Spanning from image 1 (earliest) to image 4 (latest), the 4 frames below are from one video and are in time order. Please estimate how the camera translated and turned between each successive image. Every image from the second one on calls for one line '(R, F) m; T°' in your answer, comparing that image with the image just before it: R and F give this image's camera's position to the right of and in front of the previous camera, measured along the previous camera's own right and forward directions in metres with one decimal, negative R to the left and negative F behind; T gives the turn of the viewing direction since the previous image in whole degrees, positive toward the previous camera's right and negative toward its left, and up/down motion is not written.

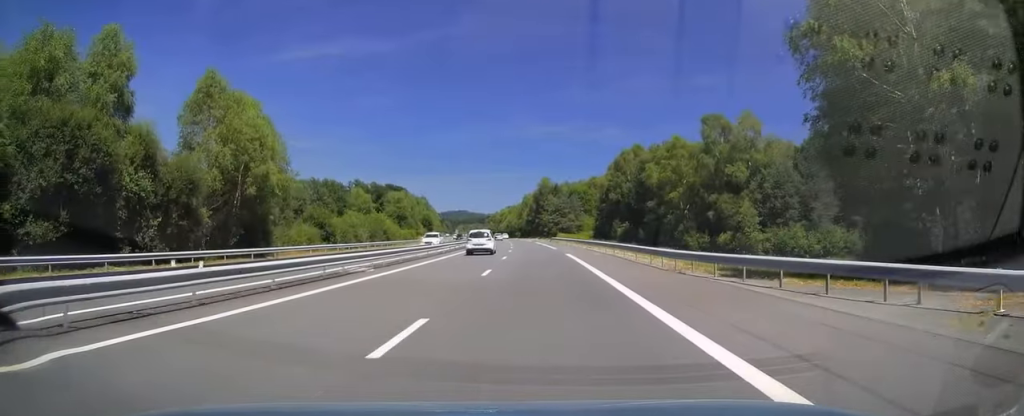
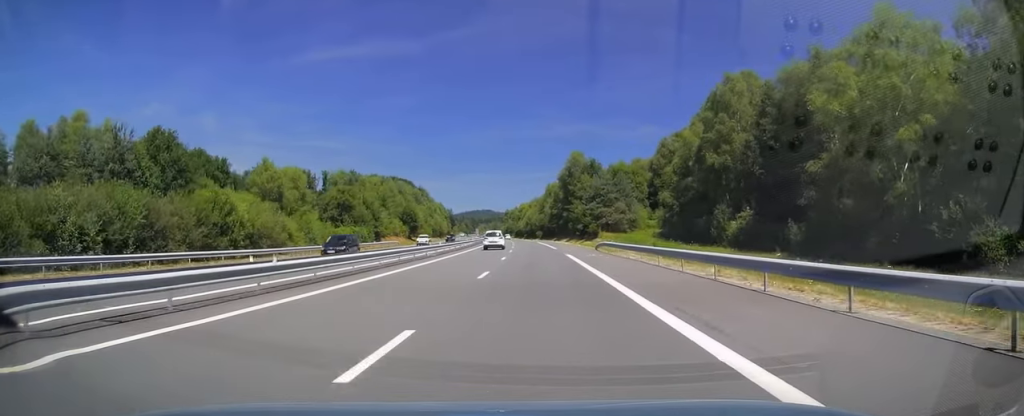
(-1.6, +53.0) m; -3°
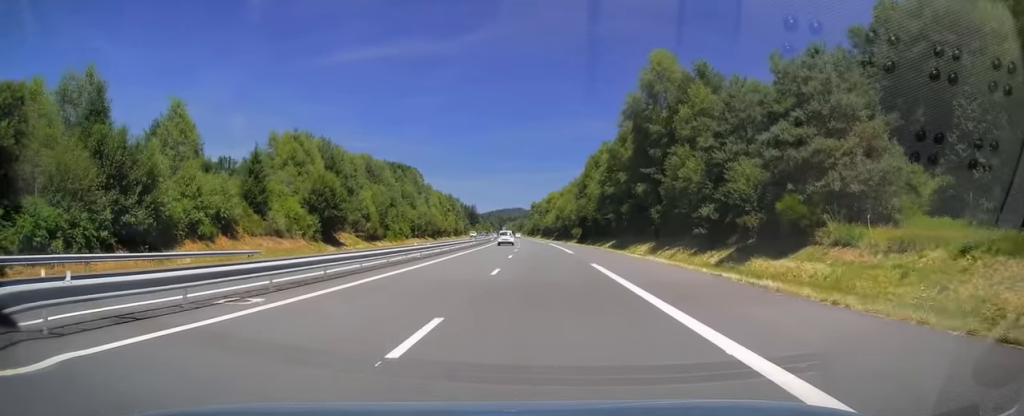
(-1.2, +63.8) m; -2°
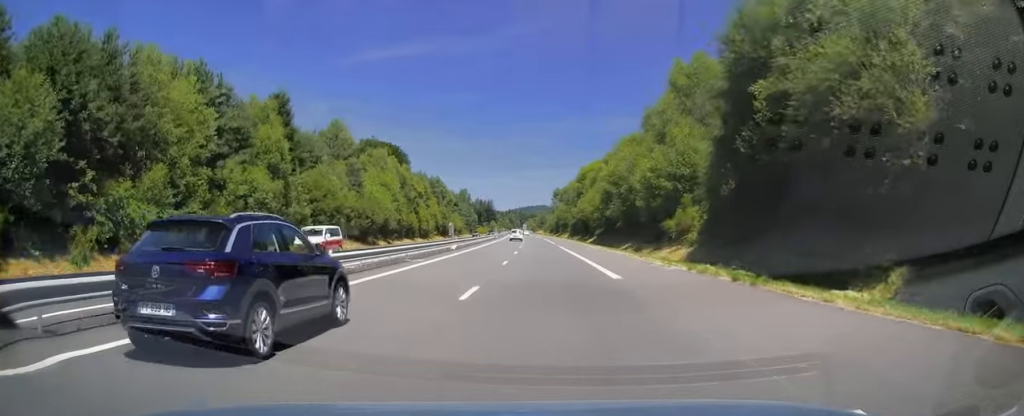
(-1.8, +72.5) m; -2°
